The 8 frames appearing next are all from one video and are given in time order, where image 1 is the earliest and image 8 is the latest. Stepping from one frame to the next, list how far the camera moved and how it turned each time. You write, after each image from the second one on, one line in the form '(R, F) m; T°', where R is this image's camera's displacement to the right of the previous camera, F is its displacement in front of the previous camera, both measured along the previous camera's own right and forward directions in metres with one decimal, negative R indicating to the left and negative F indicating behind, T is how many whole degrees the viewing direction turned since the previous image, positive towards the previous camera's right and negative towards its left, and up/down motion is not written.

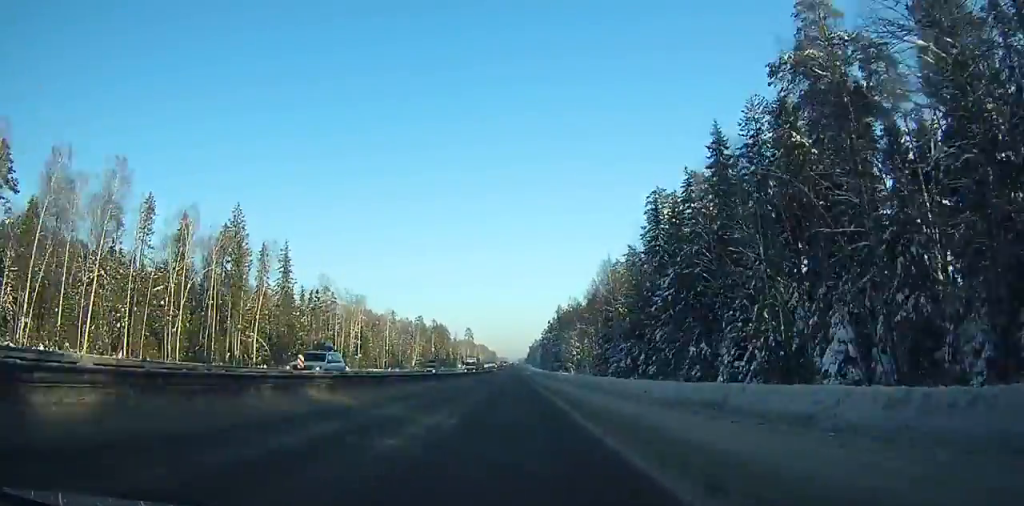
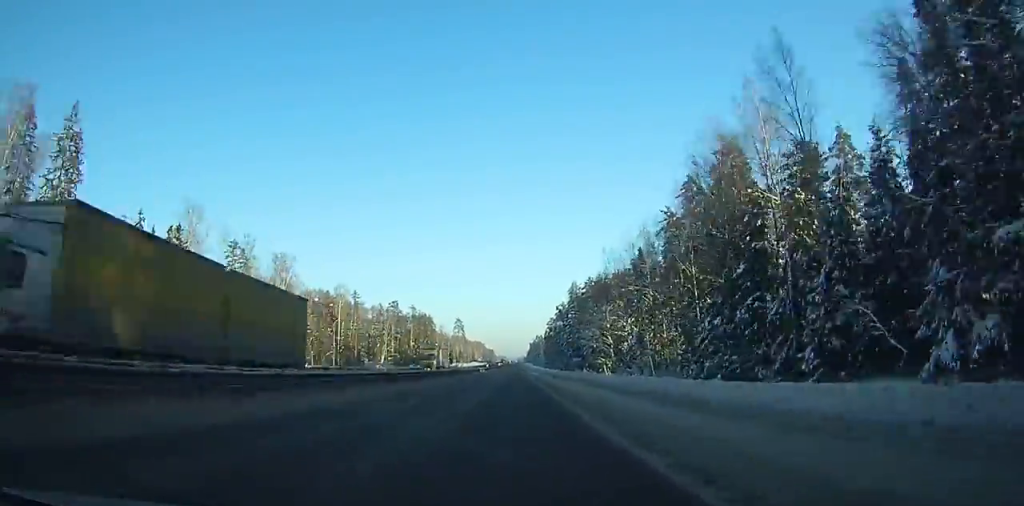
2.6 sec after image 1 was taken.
(0.0, +72.9) m; 0°
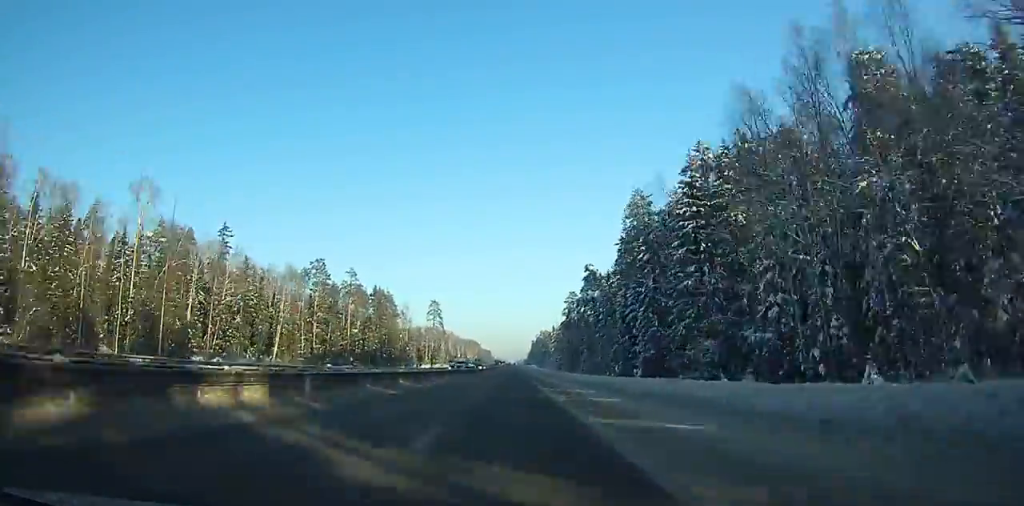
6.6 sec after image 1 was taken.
(-0.5, +112.8) m; 0°
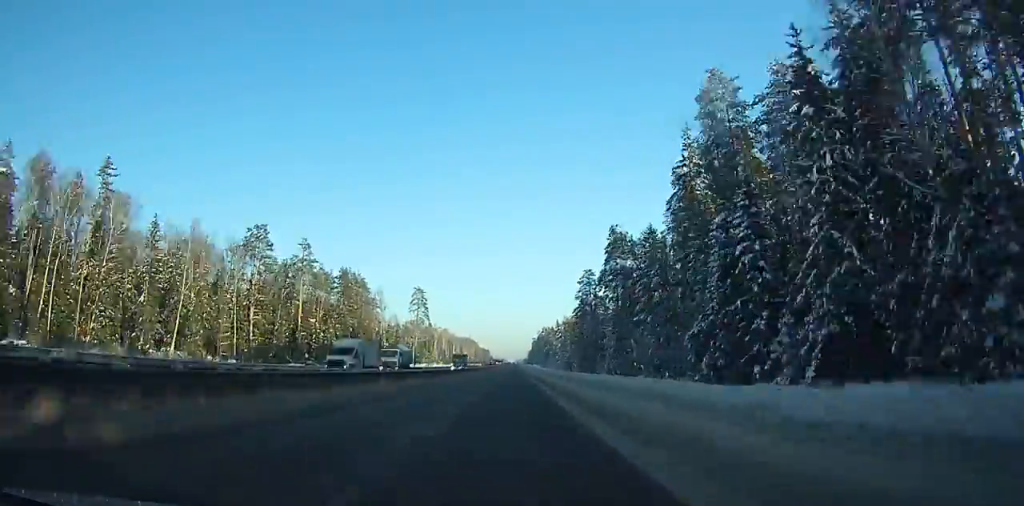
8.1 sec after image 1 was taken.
(0.0, +43.3) m; 0°
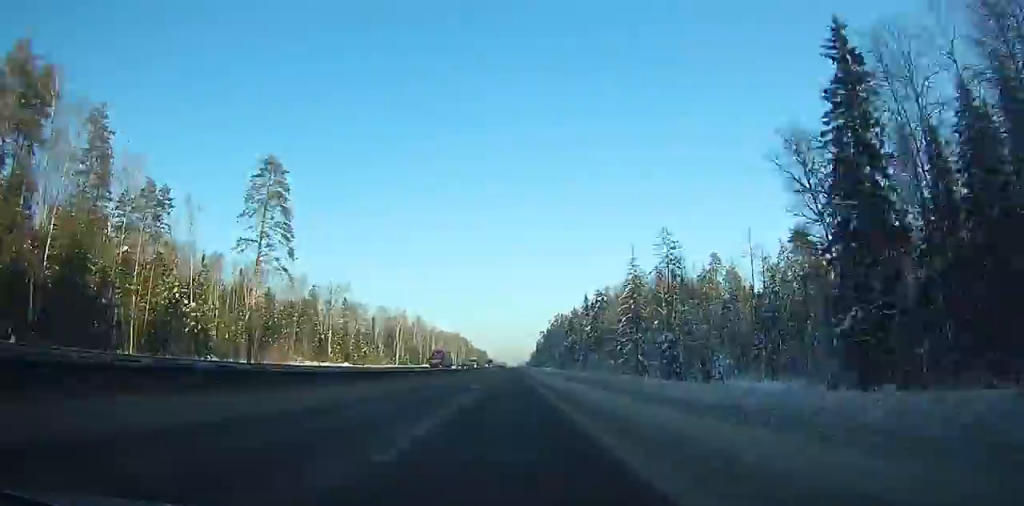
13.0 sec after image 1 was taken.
(-0.1, +144.0) m; 0°
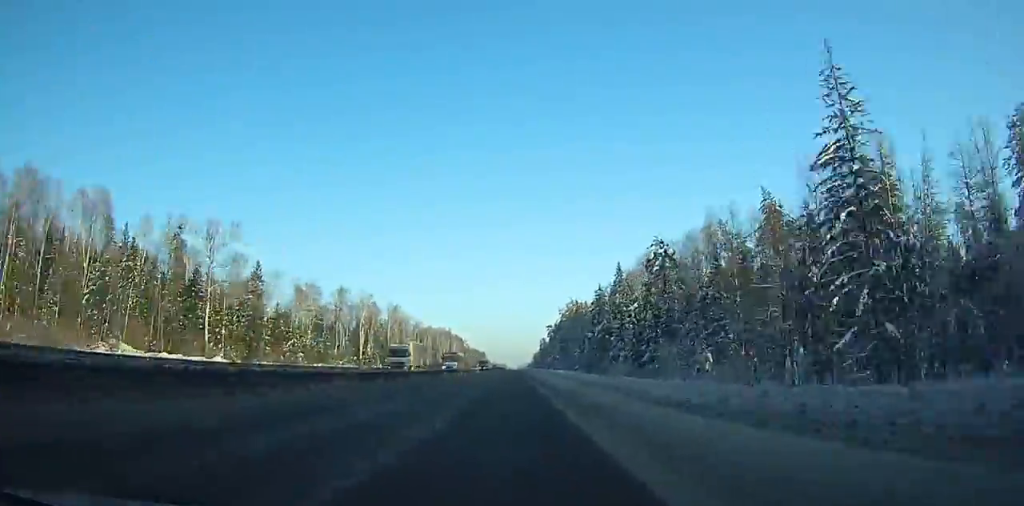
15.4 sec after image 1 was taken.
(0.0, +67.9) m; 0°
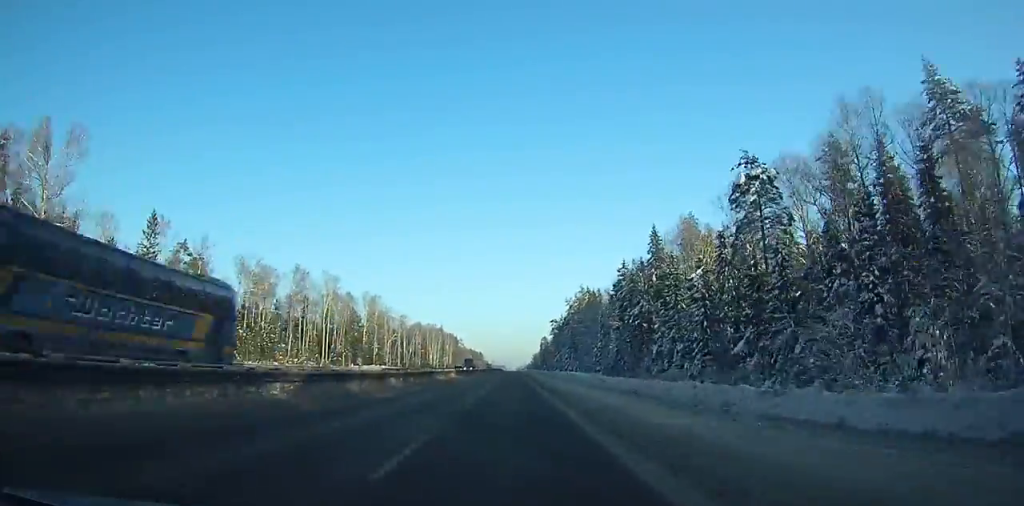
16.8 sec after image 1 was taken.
(0.0, +39.2) m; 0°
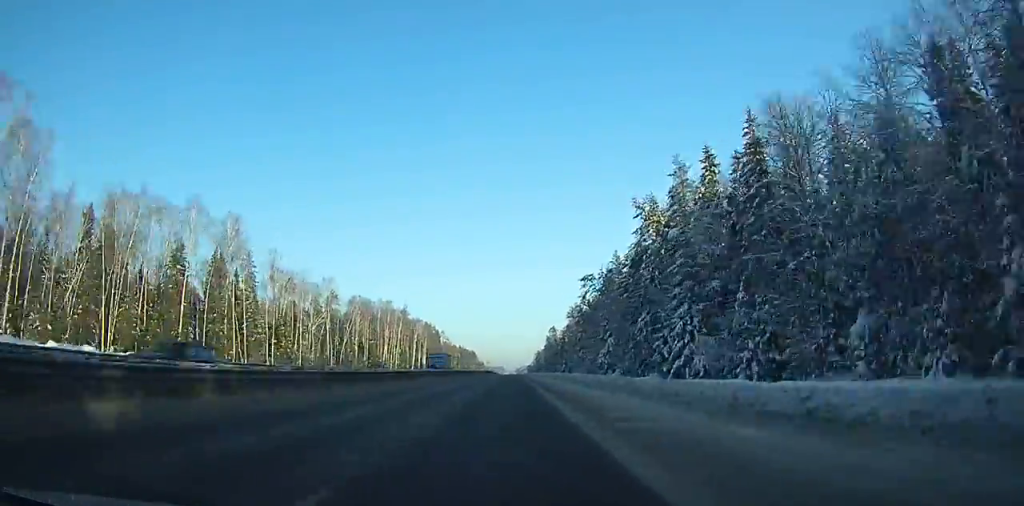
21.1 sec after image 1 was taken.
(+0.5, +123.1) m; 0°
